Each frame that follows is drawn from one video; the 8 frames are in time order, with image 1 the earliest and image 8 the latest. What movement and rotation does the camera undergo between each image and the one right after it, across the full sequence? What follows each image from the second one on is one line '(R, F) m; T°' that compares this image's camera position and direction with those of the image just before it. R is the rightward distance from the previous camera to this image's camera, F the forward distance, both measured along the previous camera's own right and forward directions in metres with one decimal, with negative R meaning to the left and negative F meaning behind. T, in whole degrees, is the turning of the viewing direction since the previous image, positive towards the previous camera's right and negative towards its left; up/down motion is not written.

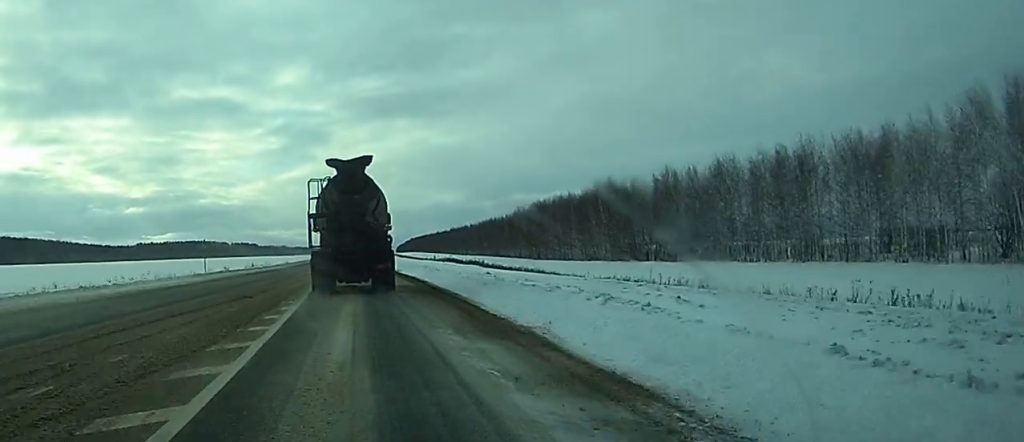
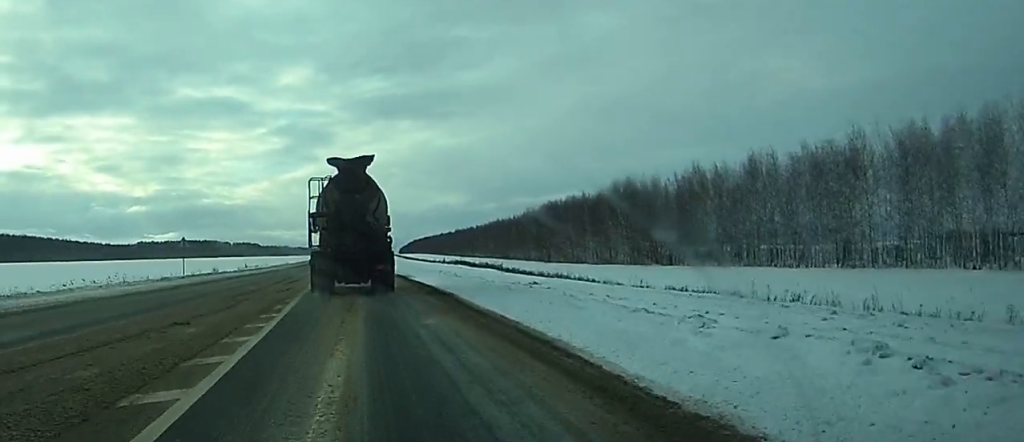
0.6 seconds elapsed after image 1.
(0.0, +9.5) m; 0°
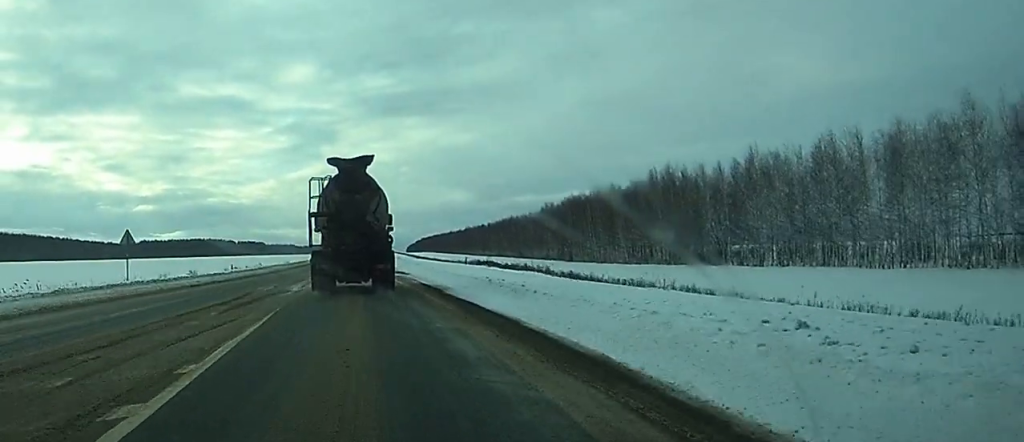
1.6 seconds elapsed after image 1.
(-0.1, +16.7) m; -1°
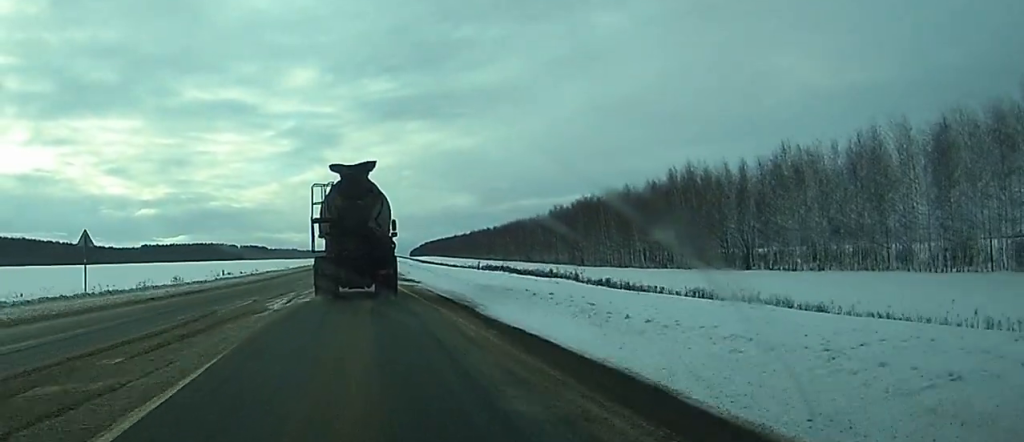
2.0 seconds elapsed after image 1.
(0.0, +7.7) m; -1°
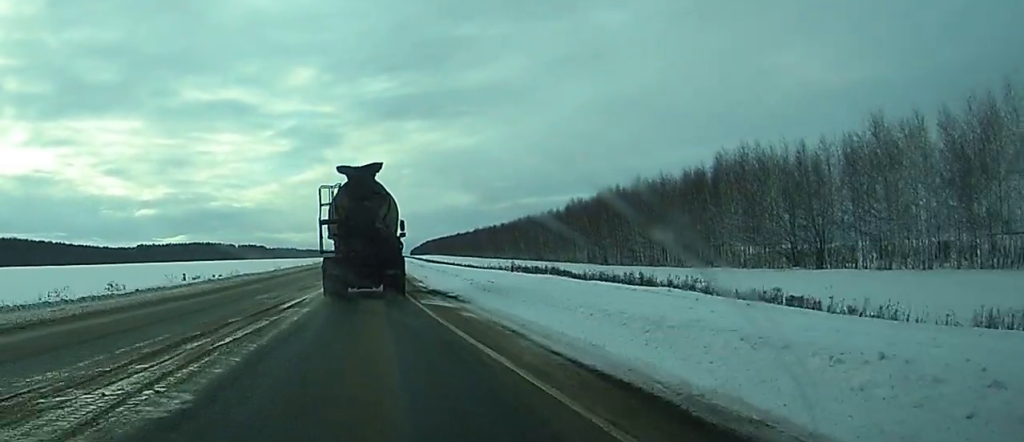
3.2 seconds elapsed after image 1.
(-0.2, +18.6) m; 0°
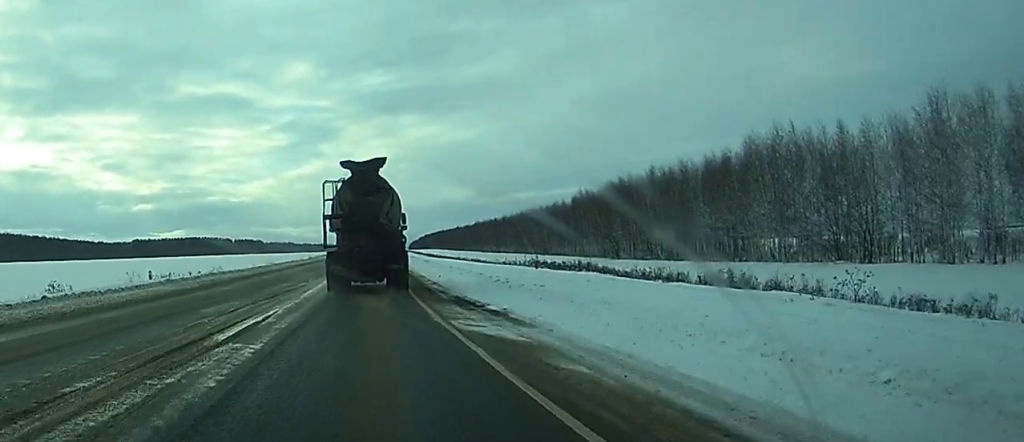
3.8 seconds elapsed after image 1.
(+0.1, +9.8) m; 0°
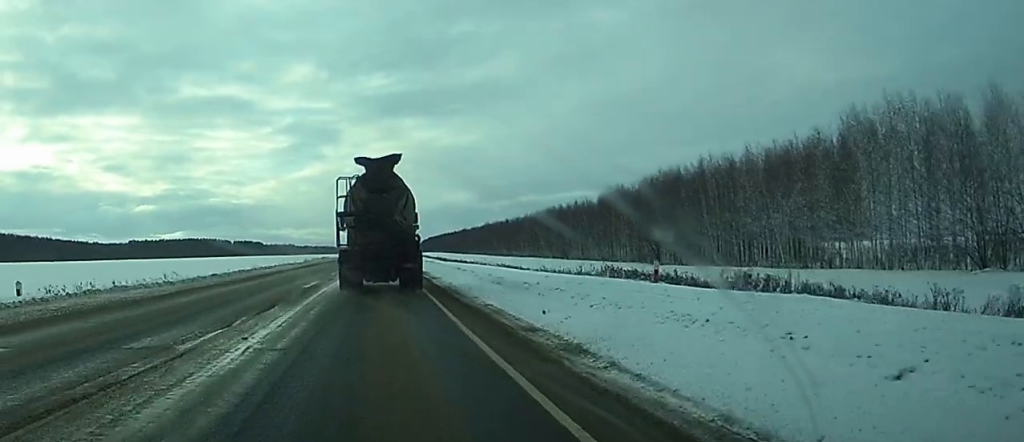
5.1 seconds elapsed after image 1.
(+0.1, +21.5) m; +1°
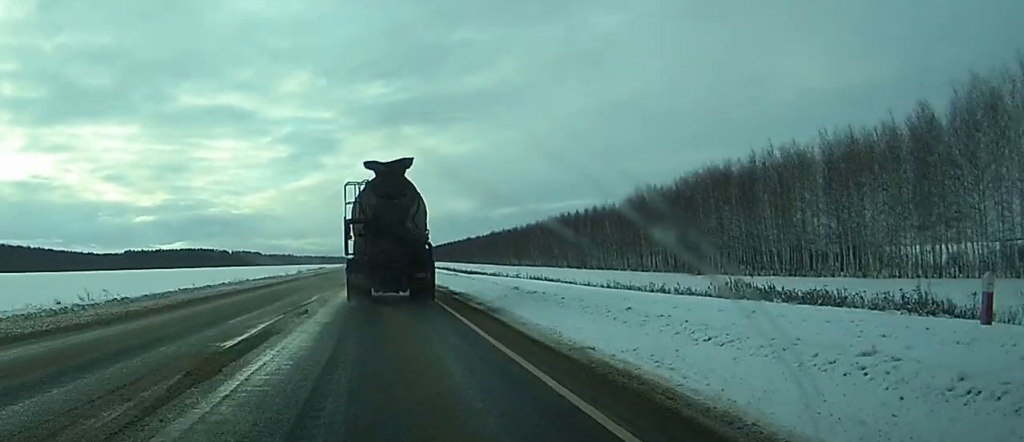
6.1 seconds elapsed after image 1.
(+0.1, +17.3) m; +1°
